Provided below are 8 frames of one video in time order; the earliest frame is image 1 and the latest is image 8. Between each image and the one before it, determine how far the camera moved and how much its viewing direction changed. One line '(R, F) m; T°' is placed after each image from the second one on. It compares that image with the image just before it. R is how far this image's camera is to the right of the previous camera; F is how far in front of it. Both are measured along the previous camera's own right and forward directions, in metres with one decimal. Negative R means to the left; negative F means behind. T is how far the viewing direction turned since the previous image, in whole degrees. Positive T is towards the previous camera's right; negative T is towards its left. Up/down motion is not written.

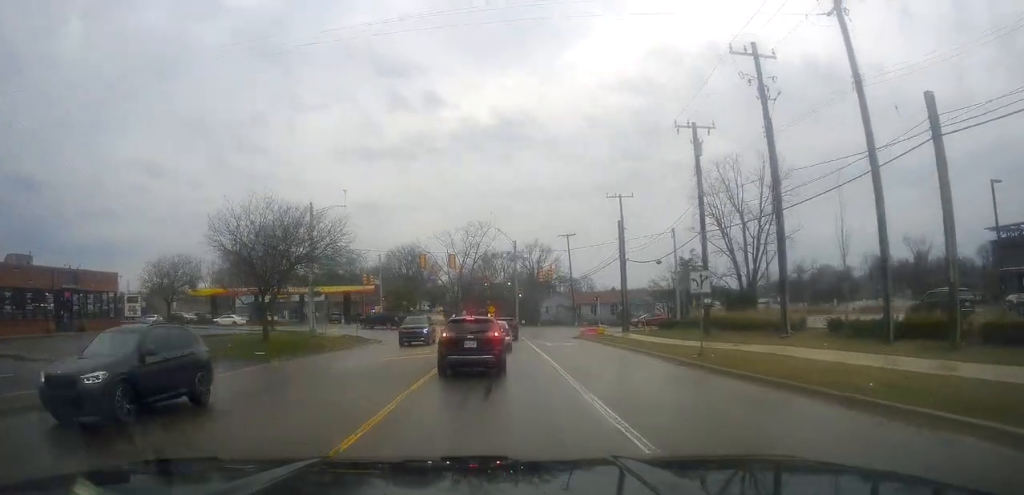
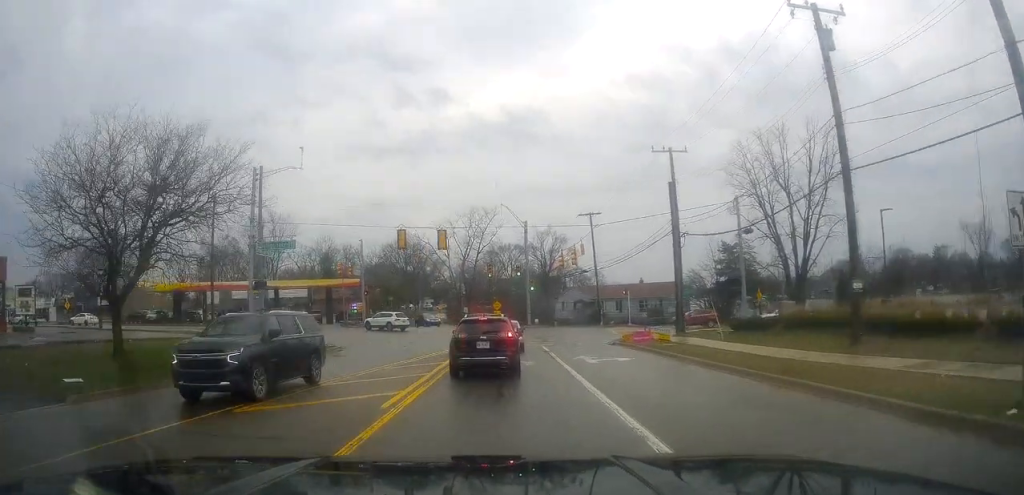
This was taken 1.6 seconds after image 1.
(+0.2, +14.9) m; -1°
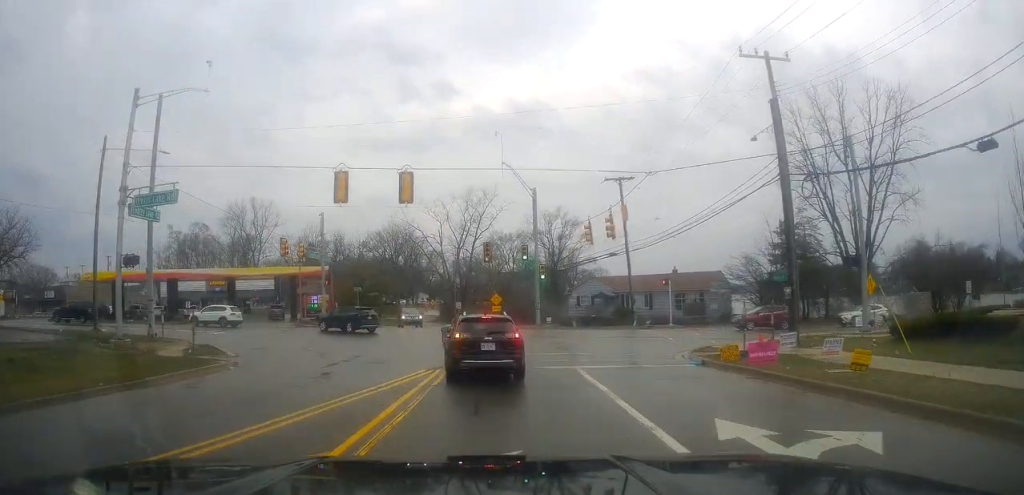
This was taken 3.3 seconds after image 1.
(-0.2, +14.4) m; +3°
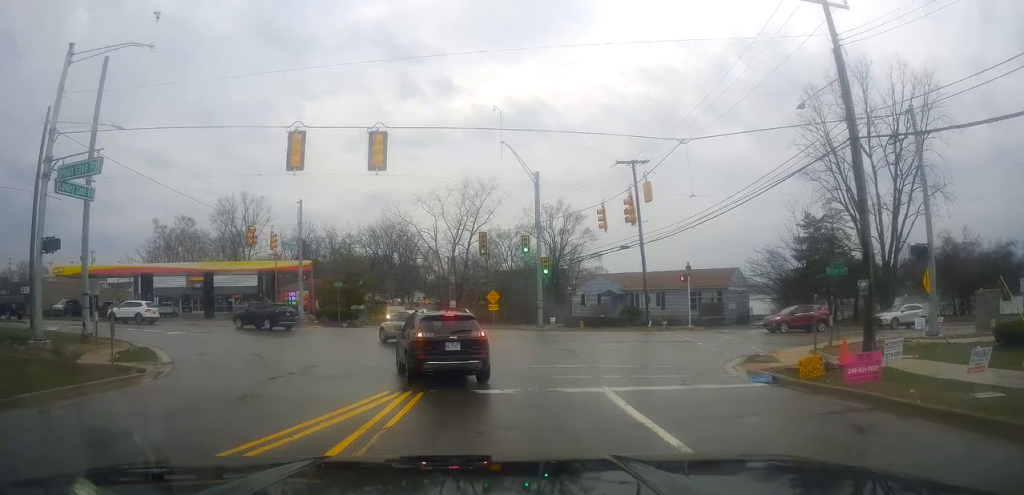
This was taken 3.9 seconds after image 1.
(+0.1, +5.3) m; -1°
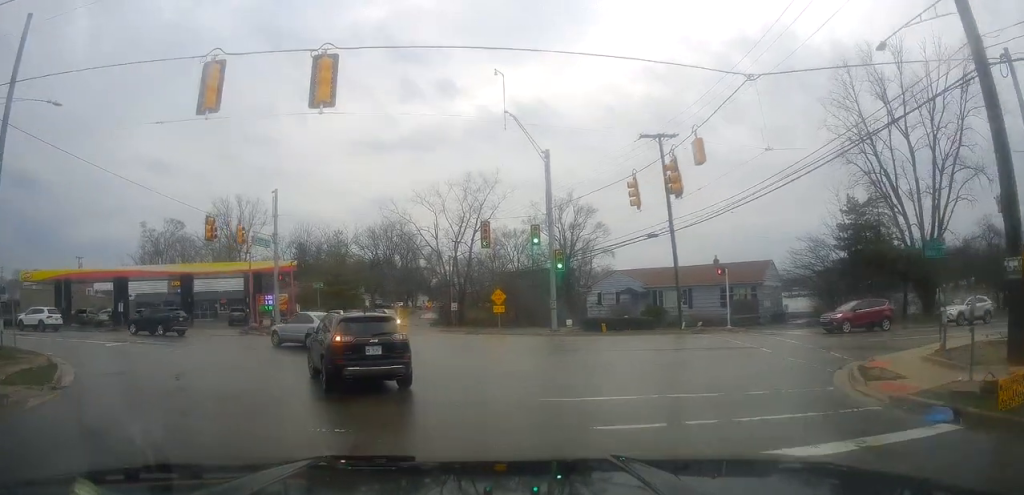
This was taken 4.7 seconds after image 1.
(0.0, +6.3) m; -4°
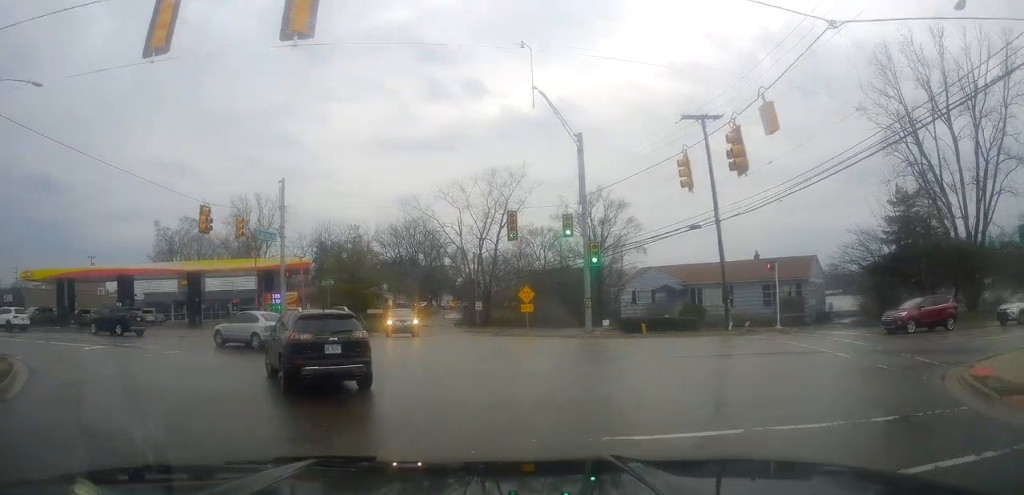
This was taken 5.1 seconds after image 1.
(-0.2, +3.4) m; -3°
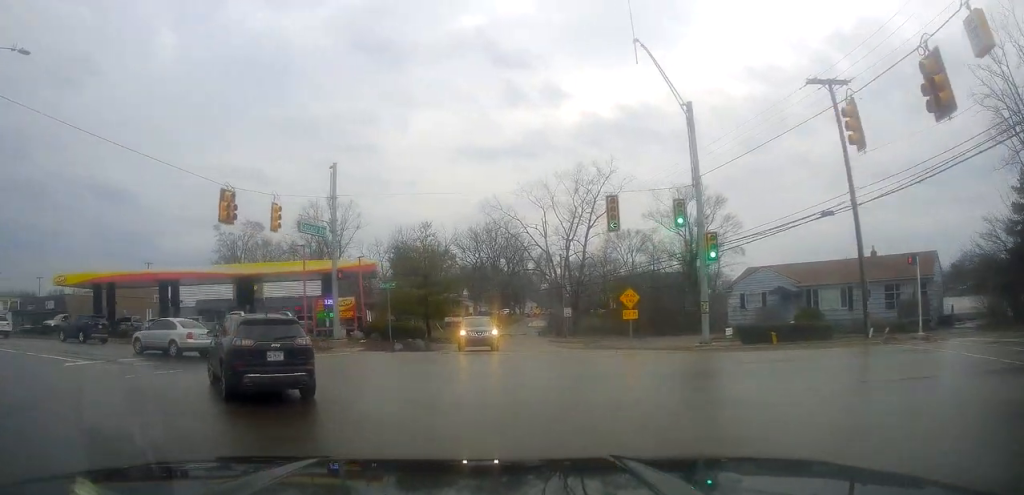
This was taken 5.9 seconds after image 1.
(-0.3, +6.1) m; -6°
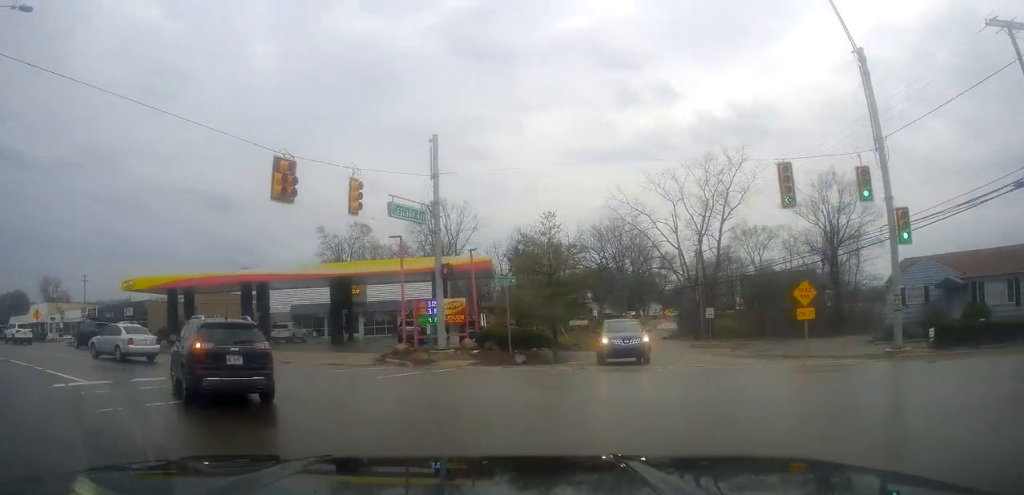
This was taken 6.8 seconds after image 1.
(-0.3, +6.1) m; -8°
